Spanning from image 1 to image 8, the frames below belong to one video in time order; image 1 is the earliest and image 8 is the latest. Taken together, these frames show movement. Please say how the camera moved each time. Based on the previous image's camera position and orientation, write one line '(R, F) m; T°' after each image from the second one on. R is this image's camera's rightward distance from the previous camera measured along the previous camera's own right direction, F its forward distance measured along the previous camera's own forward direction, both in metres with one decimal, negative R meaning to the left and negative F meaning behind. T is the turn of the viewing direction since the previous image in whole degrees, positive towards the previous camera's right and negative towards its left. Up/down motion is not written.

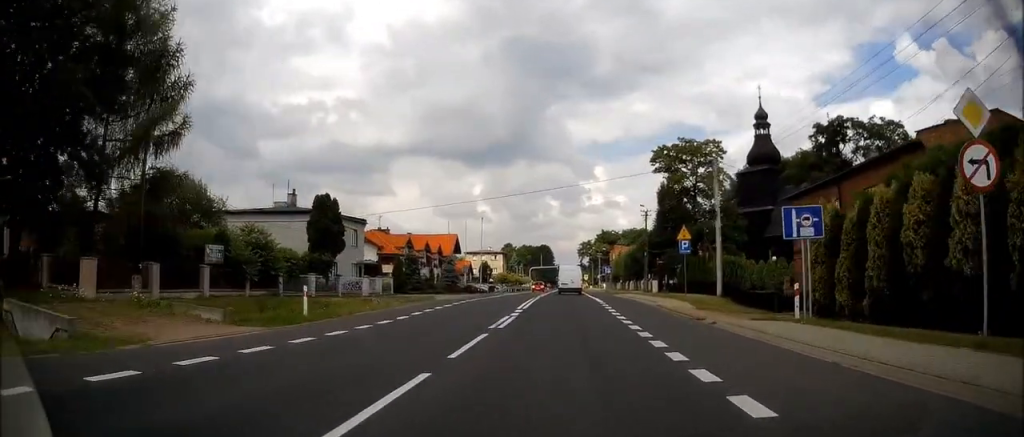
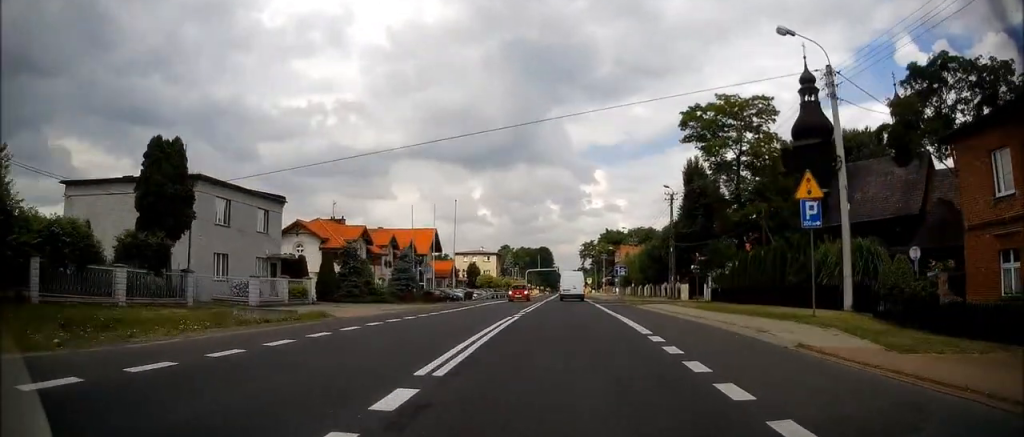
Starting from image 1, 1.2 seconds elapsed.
(+0.1, +17.7) m; +1°
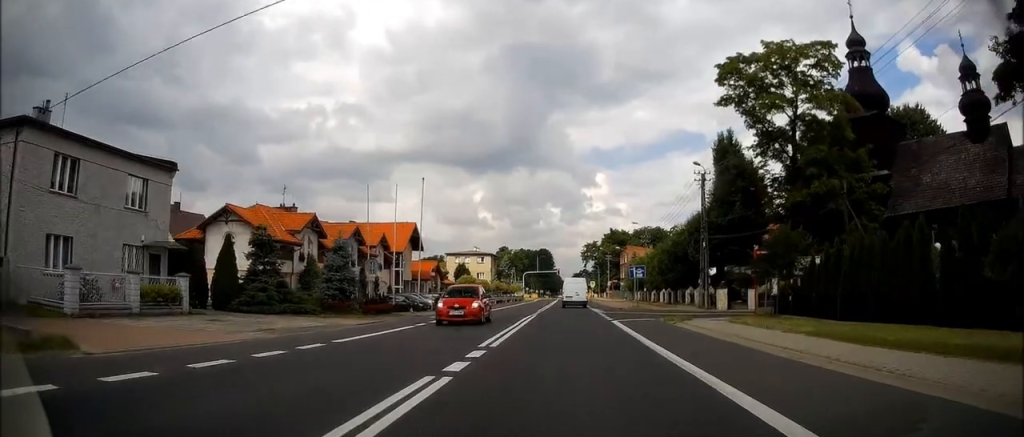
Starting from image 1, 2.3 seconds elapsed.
(+0.1, +13.3) m; 0°
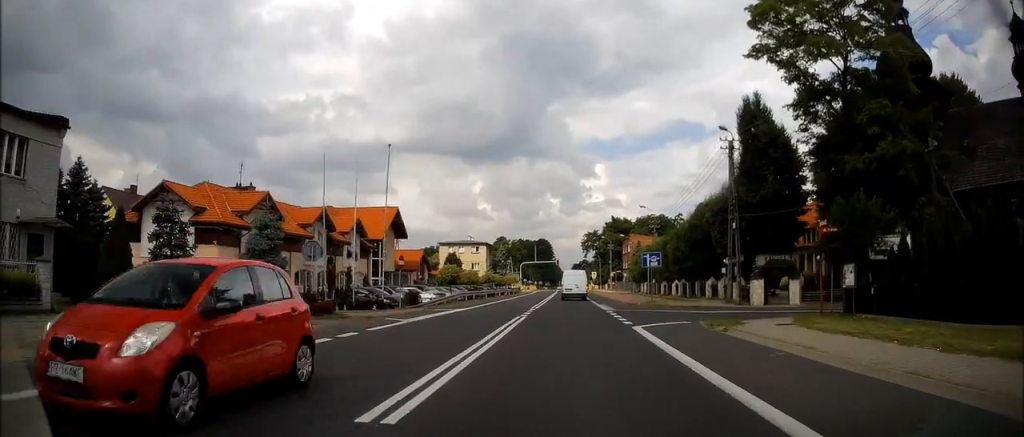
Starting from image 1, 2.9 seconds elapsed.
(0.0, +7.9) m; -1°
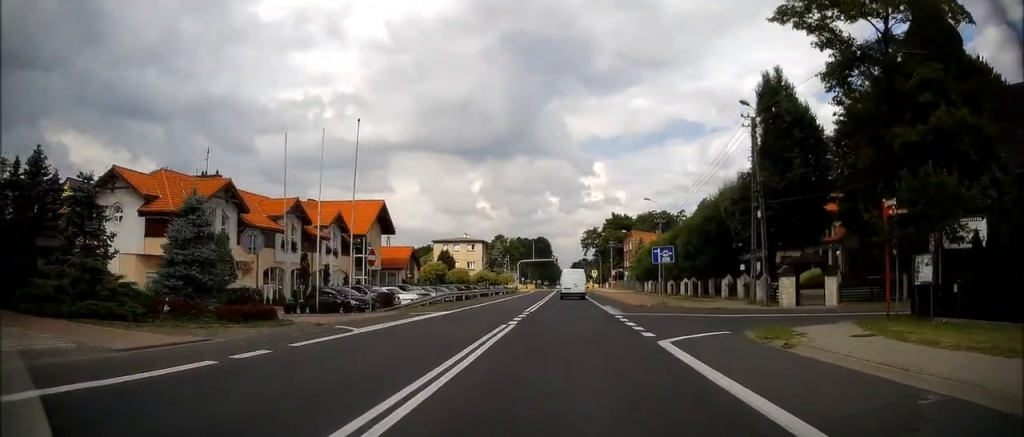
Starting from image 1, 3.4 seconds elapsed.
(-0.1, +4.8) m; 0°
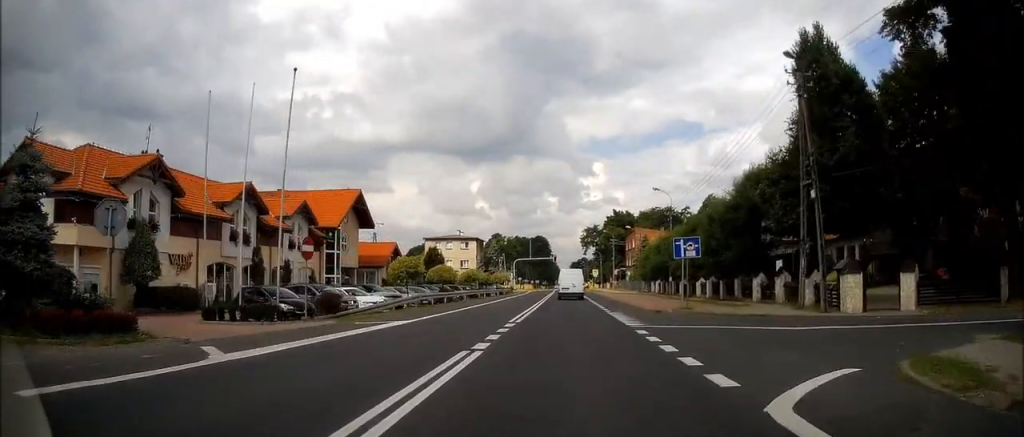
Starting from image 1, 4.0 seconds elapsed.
(0.0, +7.1) m; 0°
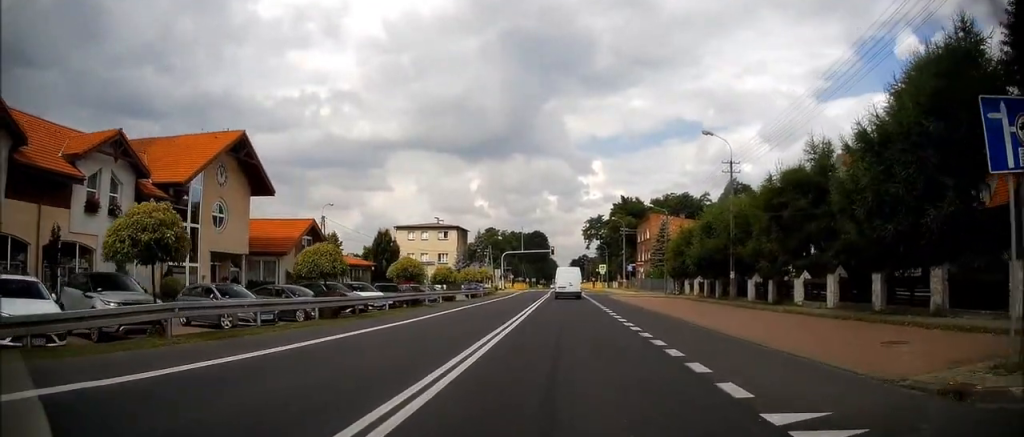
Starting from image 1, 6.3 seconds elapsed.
(+0.4, +21.3) m; 0°
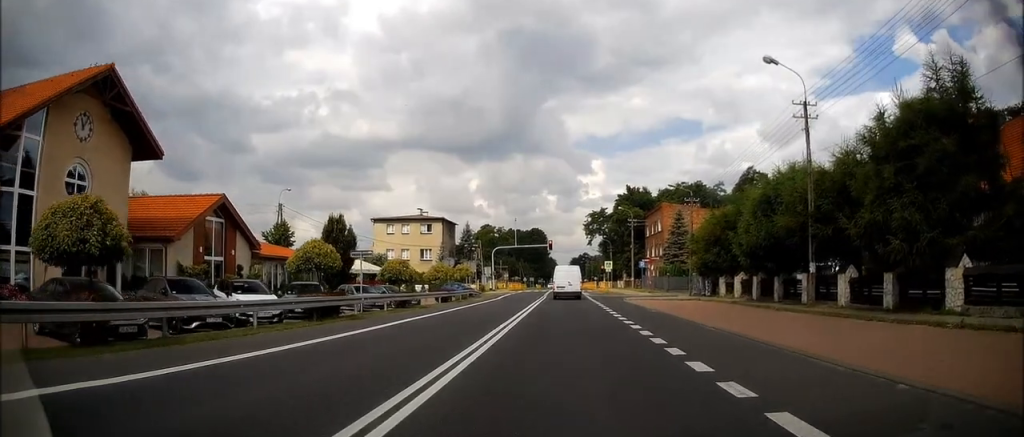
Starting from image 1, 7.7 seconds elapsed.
(0.0, +12.0) m; +1°
